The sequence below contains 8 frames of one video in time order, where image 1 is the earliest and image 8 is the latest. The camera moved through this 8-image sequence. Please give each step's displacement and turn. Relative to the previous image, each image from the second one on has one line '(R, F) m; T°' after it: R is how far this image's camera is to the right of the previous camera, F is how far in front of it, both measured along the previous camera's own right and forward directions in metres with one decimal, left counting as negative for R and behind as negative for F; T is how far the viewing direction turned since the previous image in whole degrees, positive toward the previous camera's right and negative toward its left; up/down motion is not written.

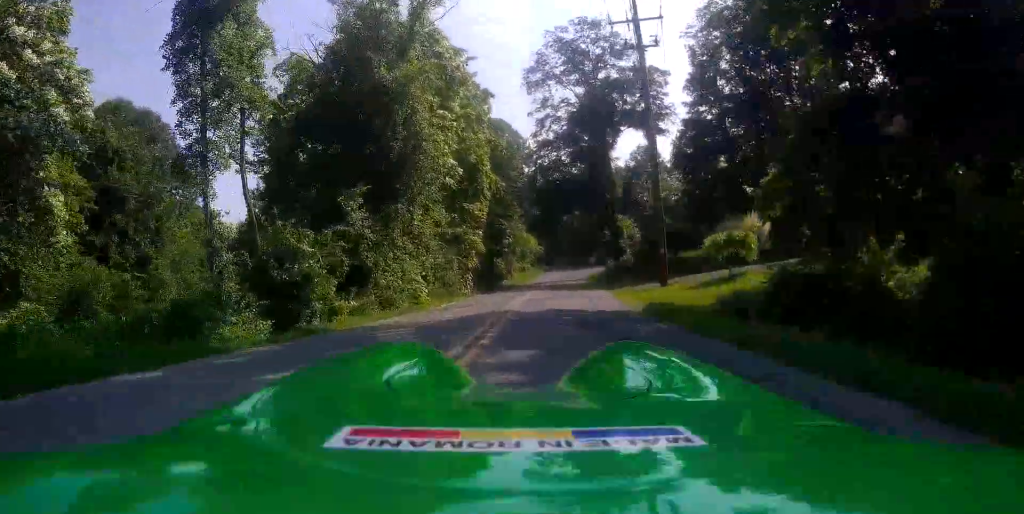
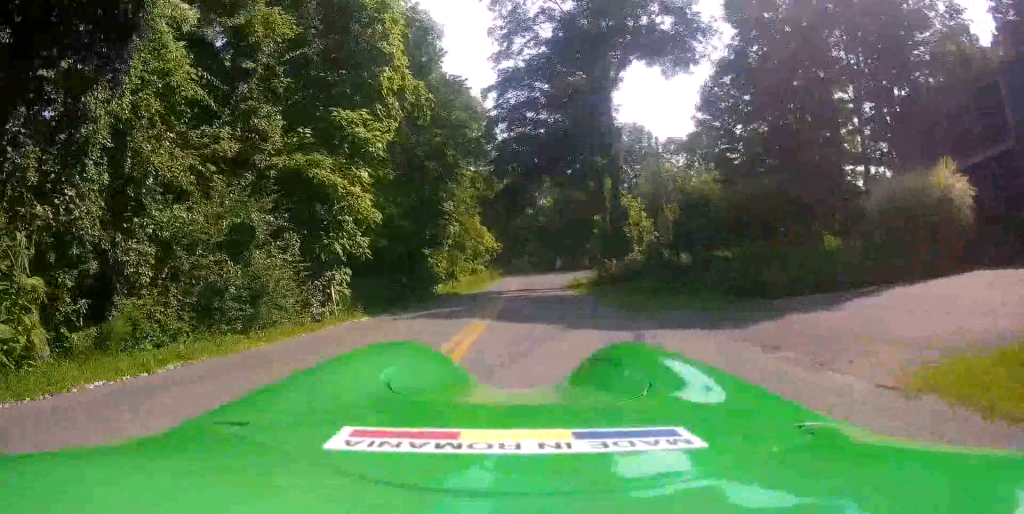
(+3.5, +17.7) m; +19°
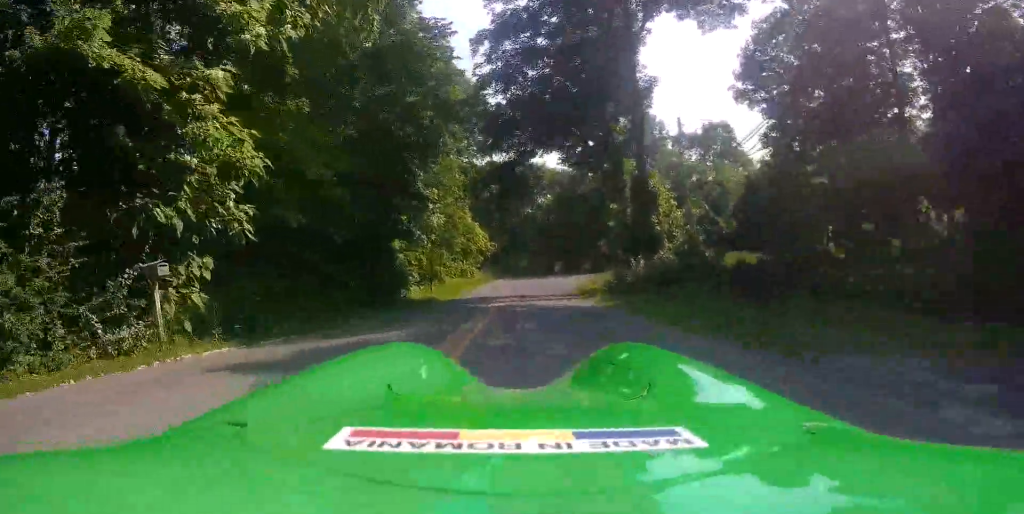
(0.0, +7.5) m; 0°
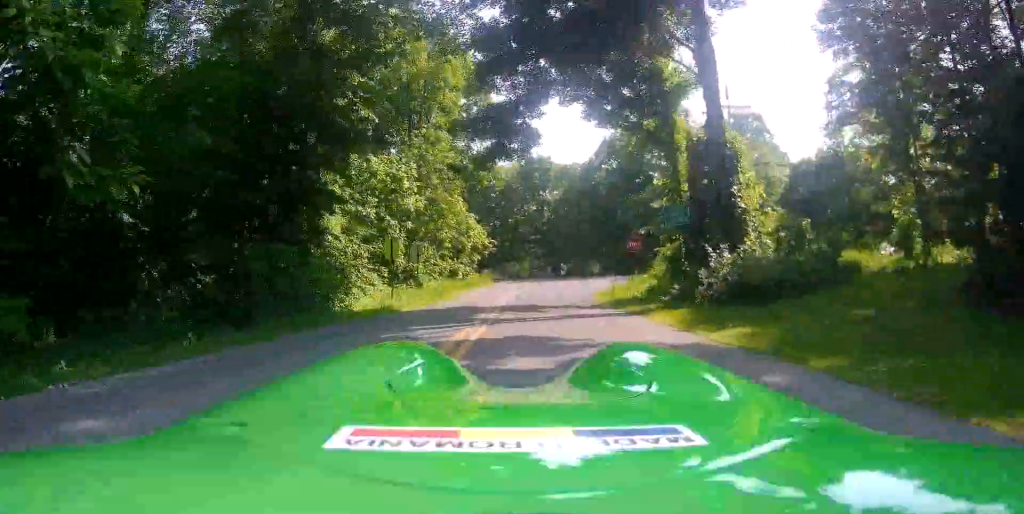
(0.0, +9.4) m; 0°
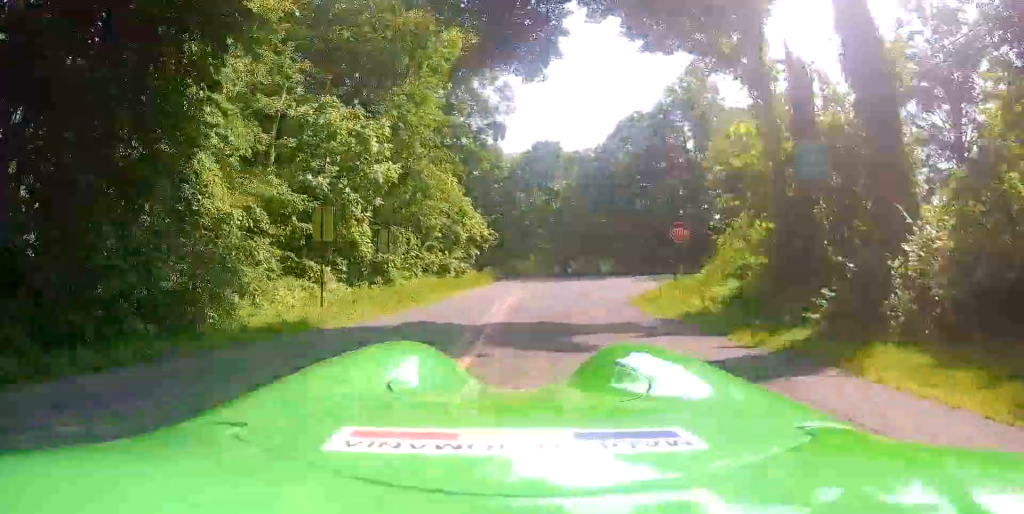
(0.0, +7.8) m; 0°
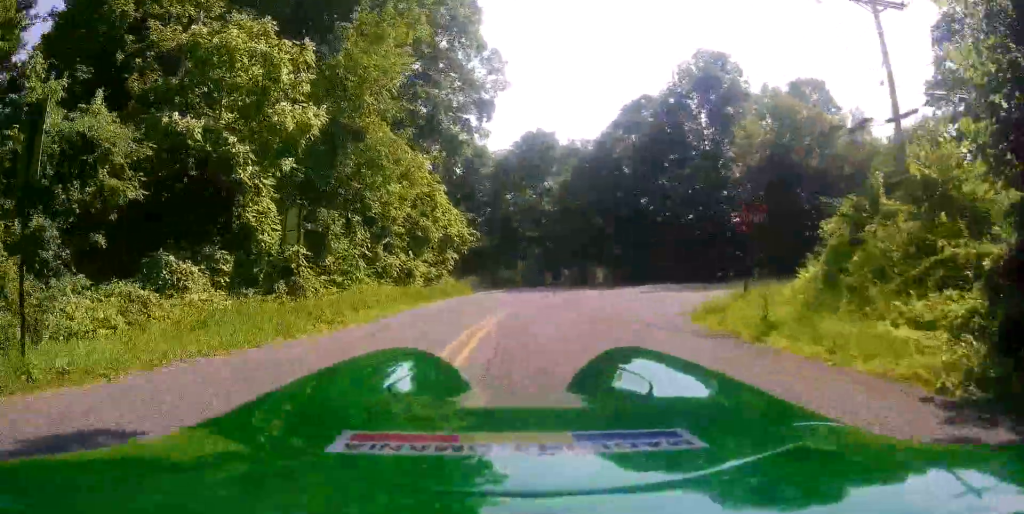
(0.0, +8.9) m; 0°
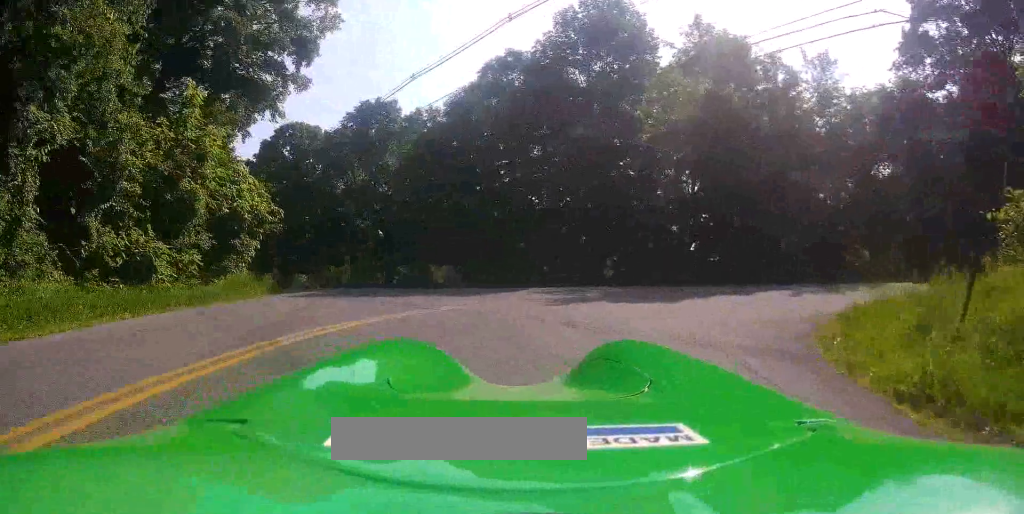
(+0.2, +12.5) m; +10°
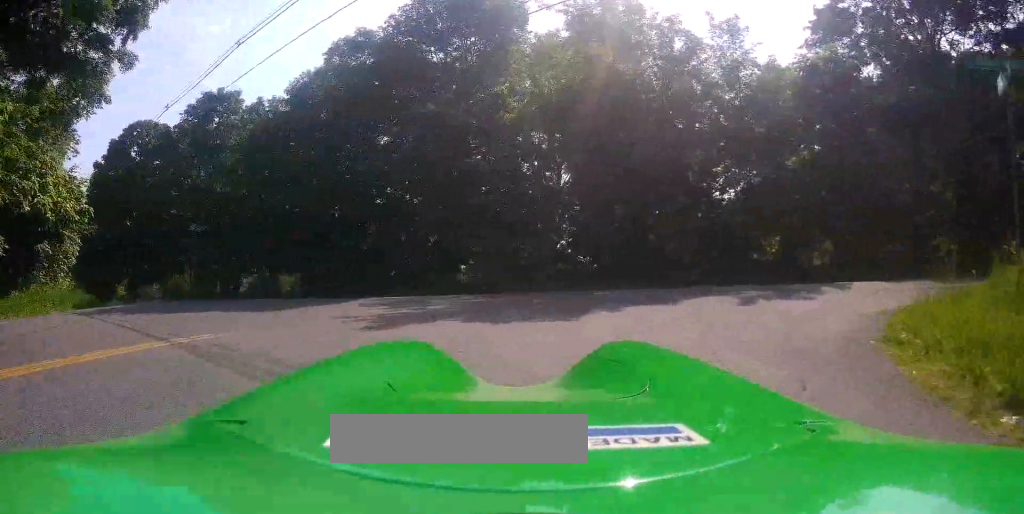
(+0.1, +3.6) m; +14°
